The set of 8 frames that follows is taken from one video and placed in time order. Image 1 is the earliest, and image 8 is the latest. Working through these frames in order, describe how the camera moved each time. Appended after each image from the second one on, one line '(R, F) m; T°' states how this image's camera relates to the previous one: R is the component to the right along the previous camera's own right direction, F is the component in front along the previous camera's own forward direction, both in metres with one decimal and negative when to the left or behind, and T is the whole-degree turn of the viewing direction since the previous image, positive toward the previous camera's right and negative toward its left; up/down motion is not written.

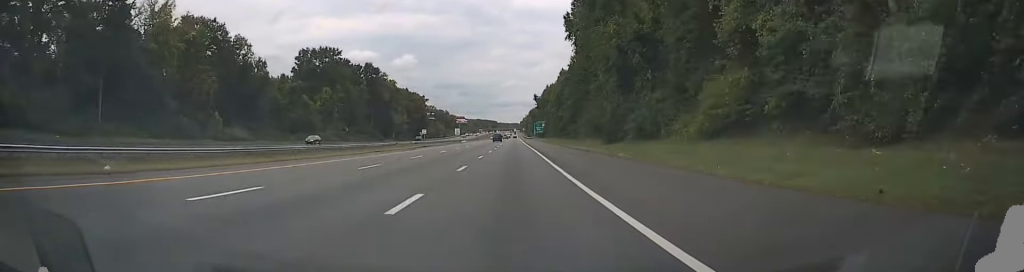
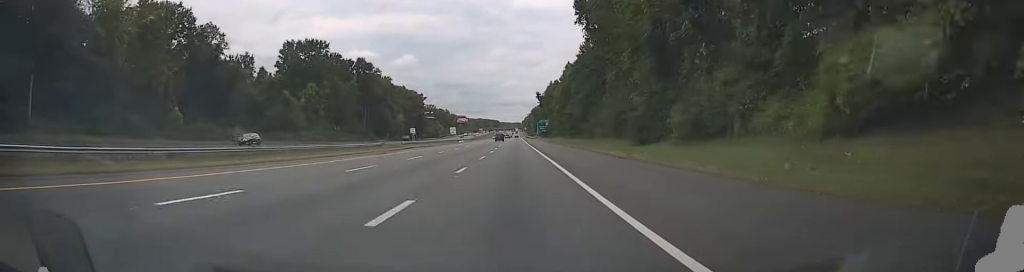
(-0.2, +13.9) m; 0°
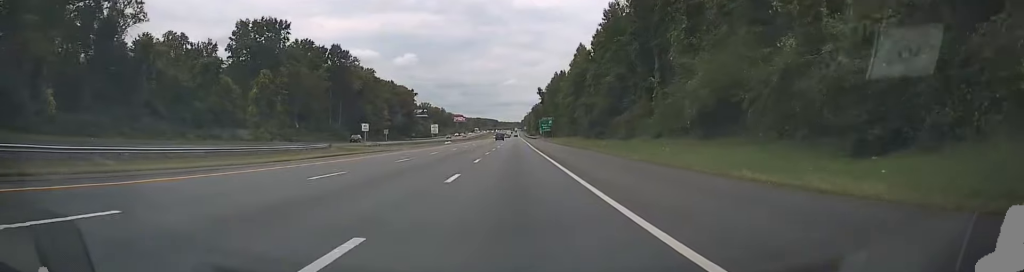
(+0.6, +28.4) m; +1°
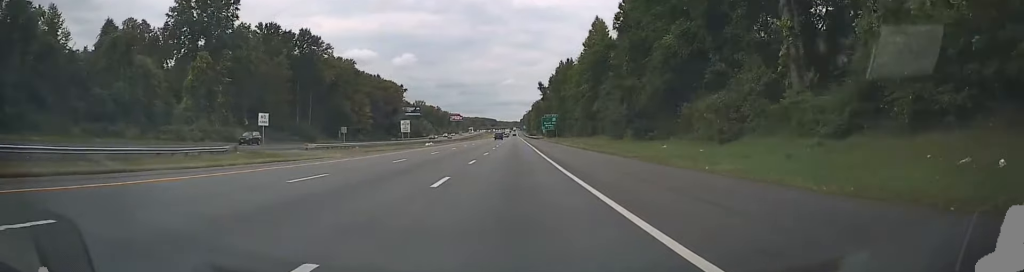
(-0.3, +25.9) m; 0°
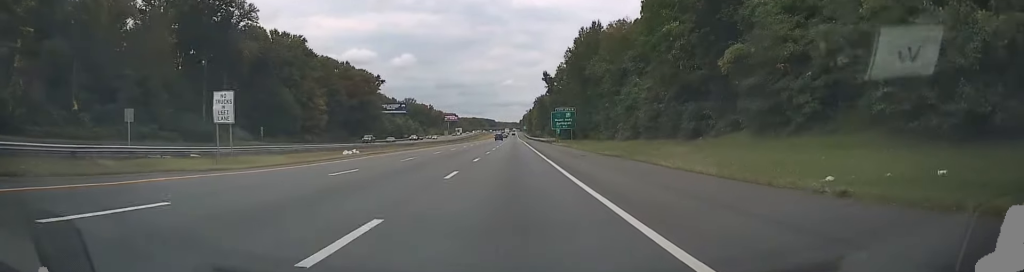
(+0.1, +47.9) m; 0°
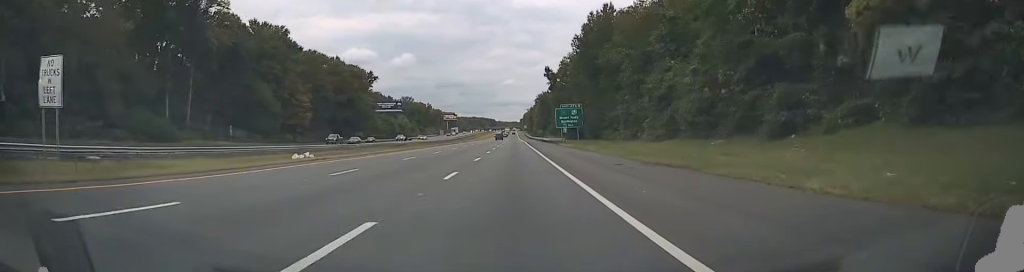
(0.0, +12.4) m; 0°
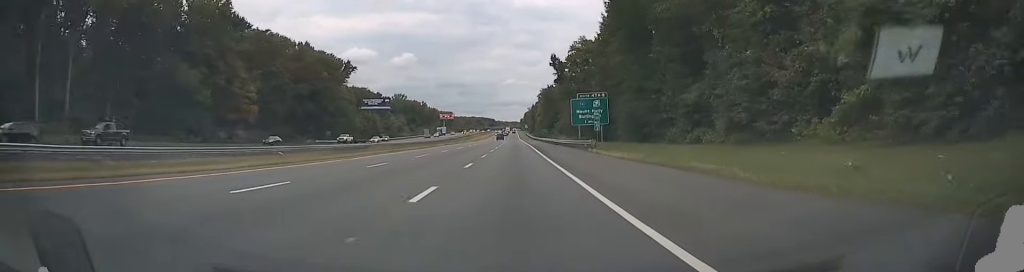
(0.0, +31.2) m; 0°
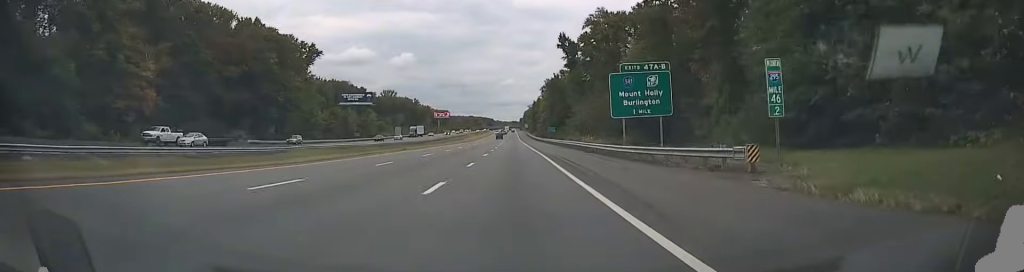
(+0.1, +34.8) m; -1°
